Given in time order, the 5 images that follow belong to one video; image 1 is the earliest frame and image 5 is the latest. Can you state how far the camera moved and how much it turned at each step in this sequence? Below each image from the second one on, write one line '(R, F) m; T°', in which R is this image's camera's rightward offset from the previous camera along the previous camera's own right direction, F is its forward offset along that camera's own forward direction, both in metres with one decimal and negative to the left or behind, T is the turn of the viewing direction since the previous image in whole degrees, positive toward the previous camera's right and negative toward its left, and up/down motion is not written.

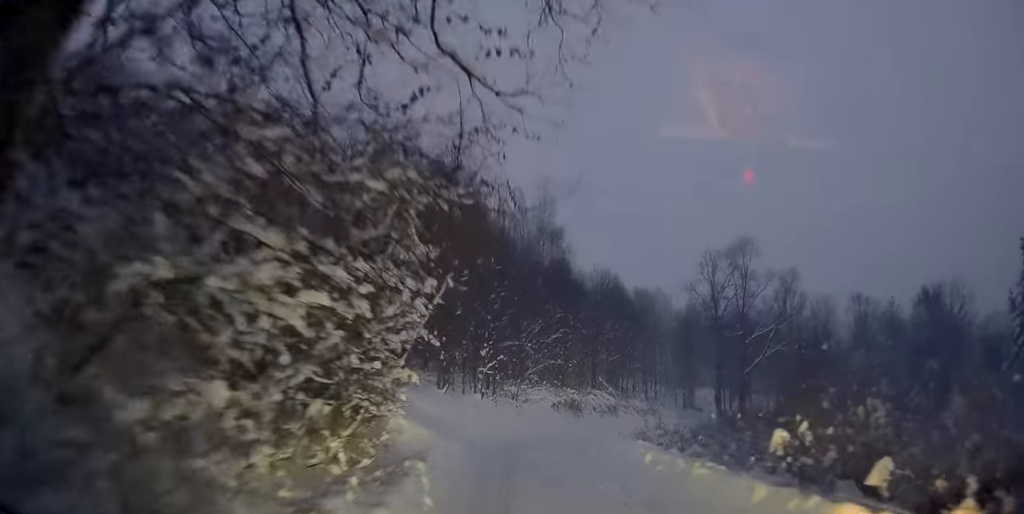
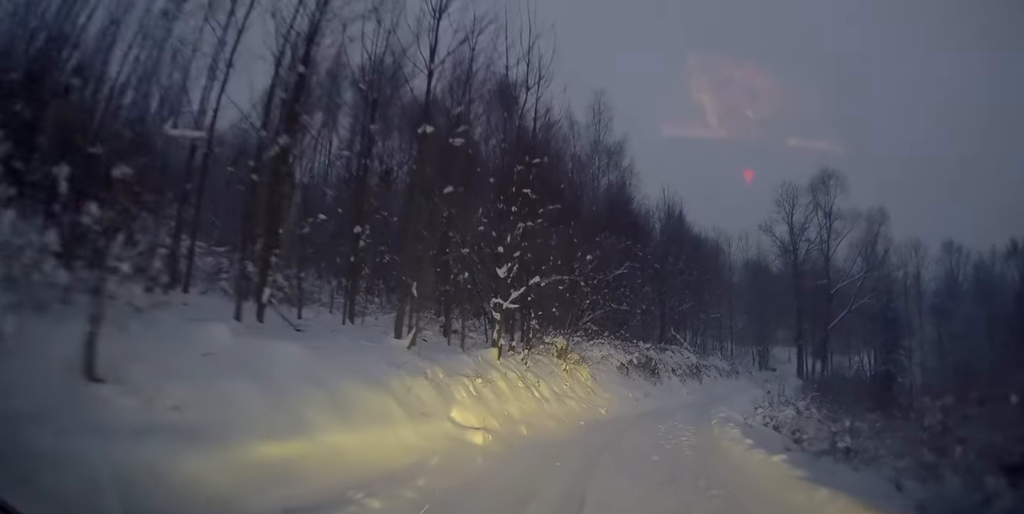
(+0.2, +12.2) m; +3°
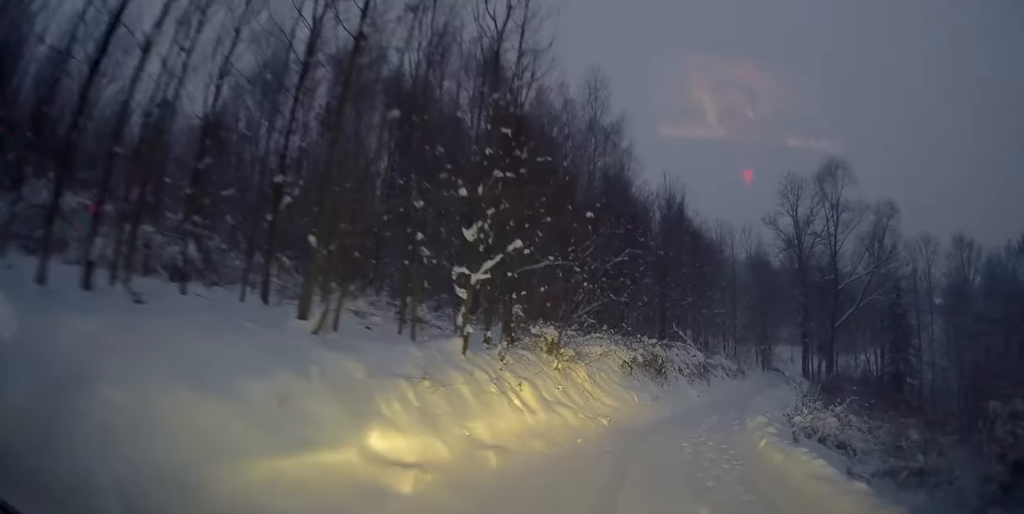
(+0.1, +4.4) m; 0°
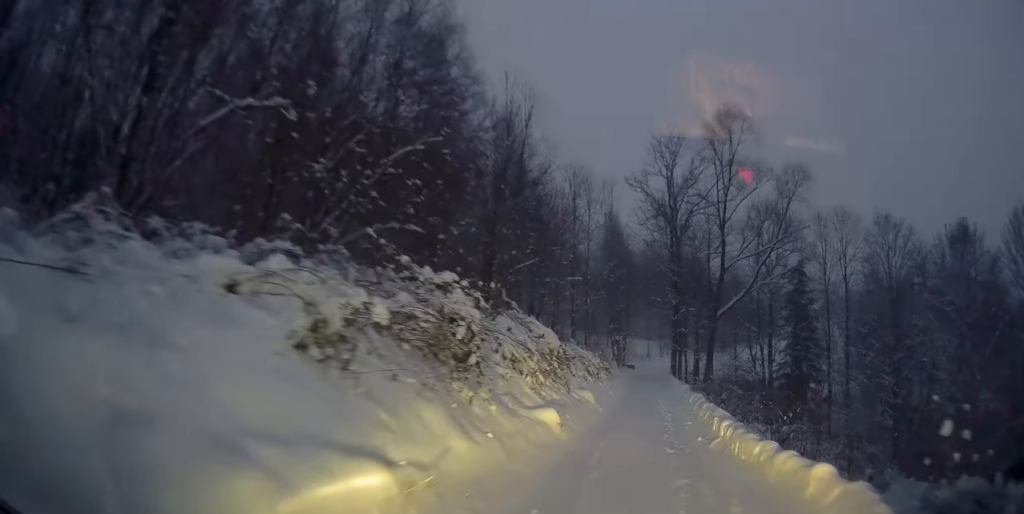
(+0.6, +16.6) m; +12°
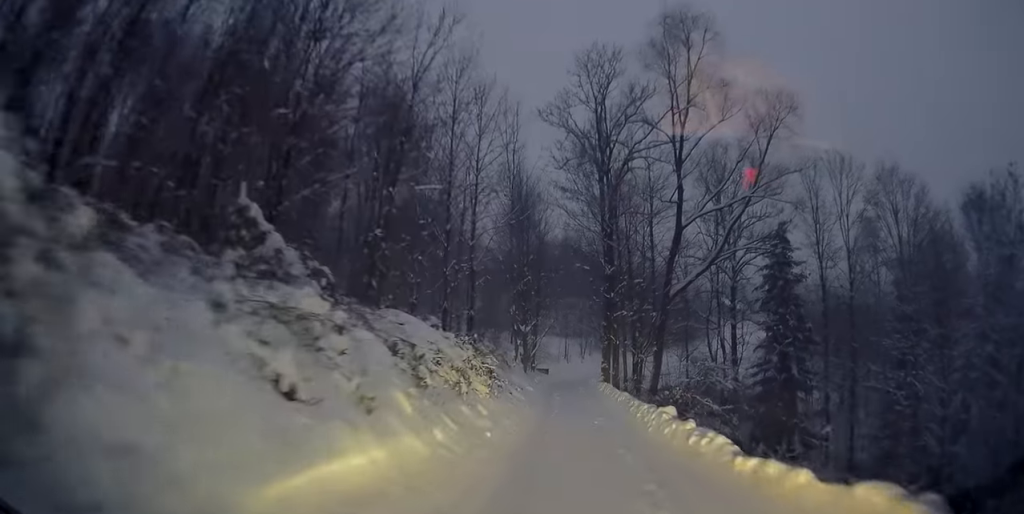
(+3.0, +16.8) m; +15°
